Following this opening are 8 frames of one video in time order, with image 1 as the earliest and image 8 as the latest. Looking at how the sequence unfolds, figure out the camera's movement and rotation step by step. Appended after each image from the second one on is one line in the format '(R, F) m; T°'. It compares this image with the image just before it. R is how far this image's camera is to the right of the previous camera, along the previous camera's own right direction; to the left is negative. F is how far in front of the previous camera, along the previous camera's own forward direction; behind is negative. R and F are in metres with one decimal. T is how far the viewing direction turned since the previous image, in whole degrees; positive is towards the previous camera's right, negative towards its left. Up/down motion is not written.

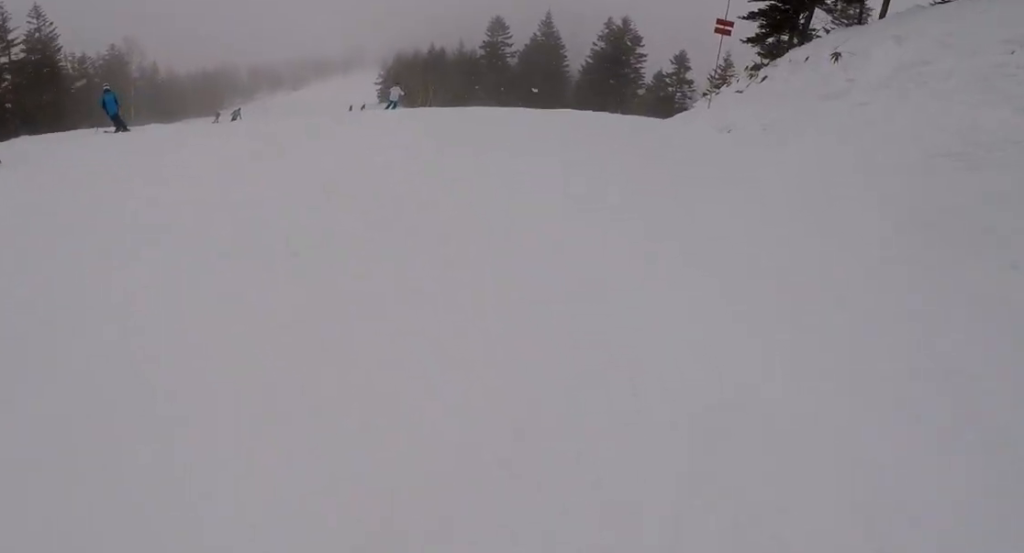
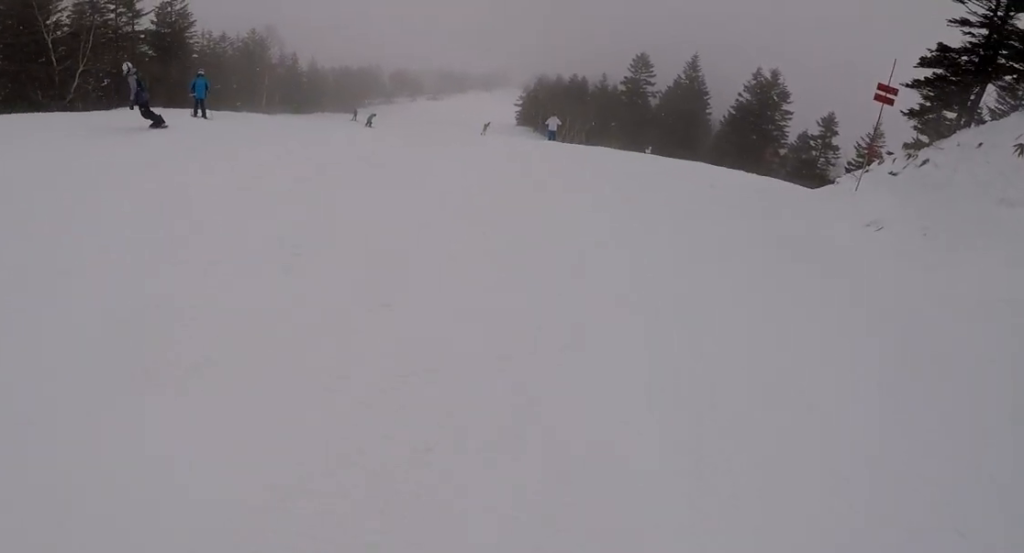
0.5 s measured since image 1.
(+0.3, +2.6) m; -5°
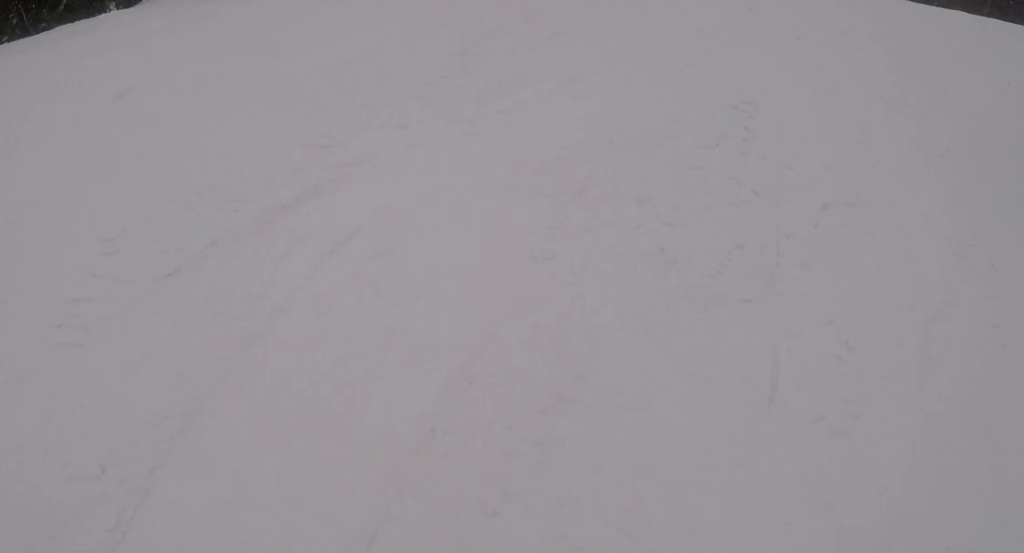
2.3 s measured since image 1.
(-2.8, +8.6) m; -30°
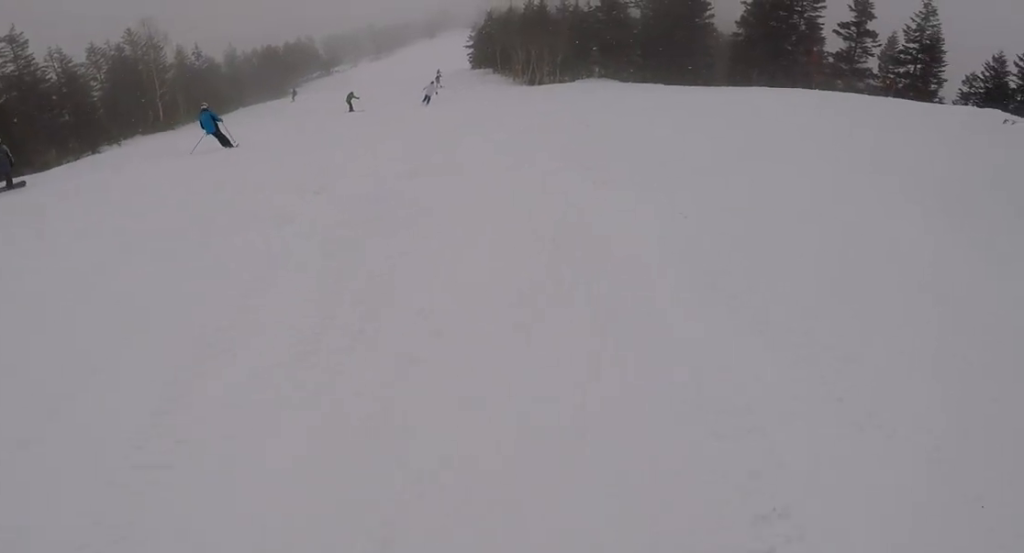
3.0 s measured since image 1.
(-0.7, +3.2) m; +14°
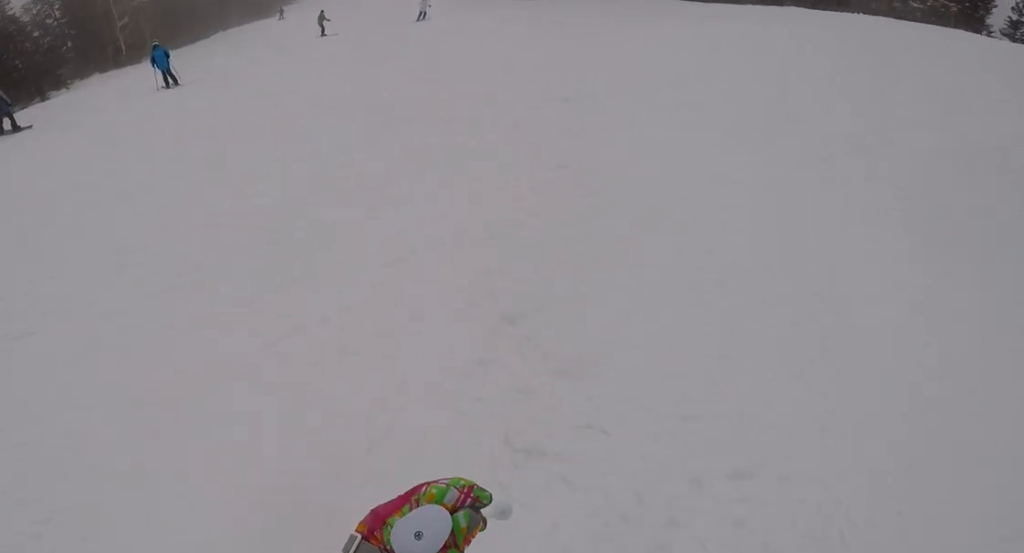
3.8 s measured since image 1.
(+1.7, +3.7) m; +18°
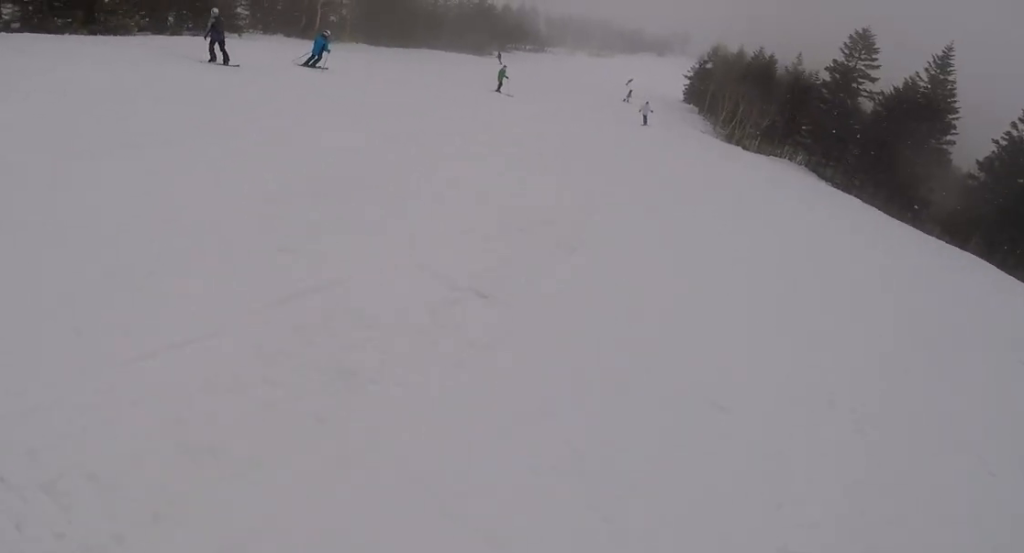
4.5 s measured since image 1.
(+0.2, +3.1) m; -6°
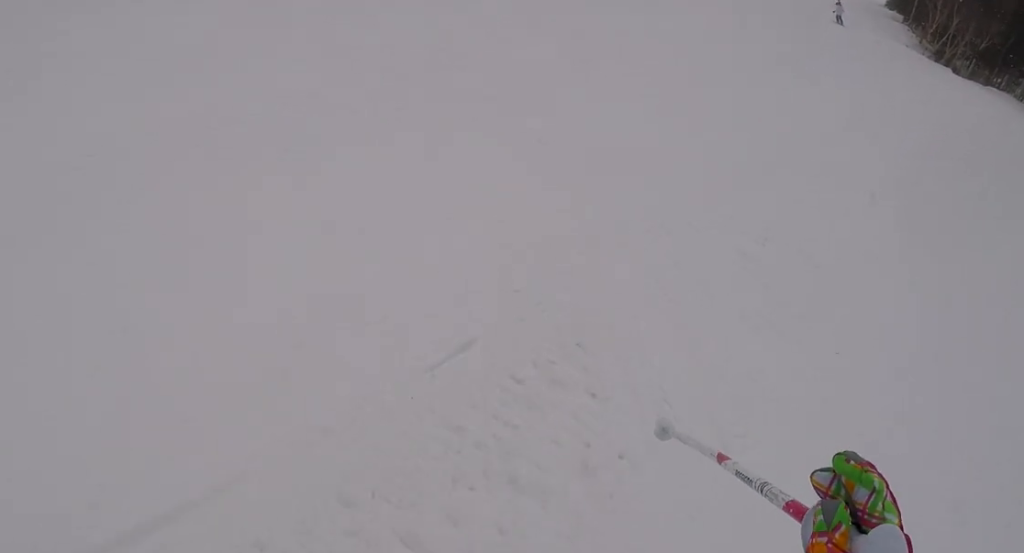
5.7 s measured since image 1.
(-1.5, +4.9) m; -19°
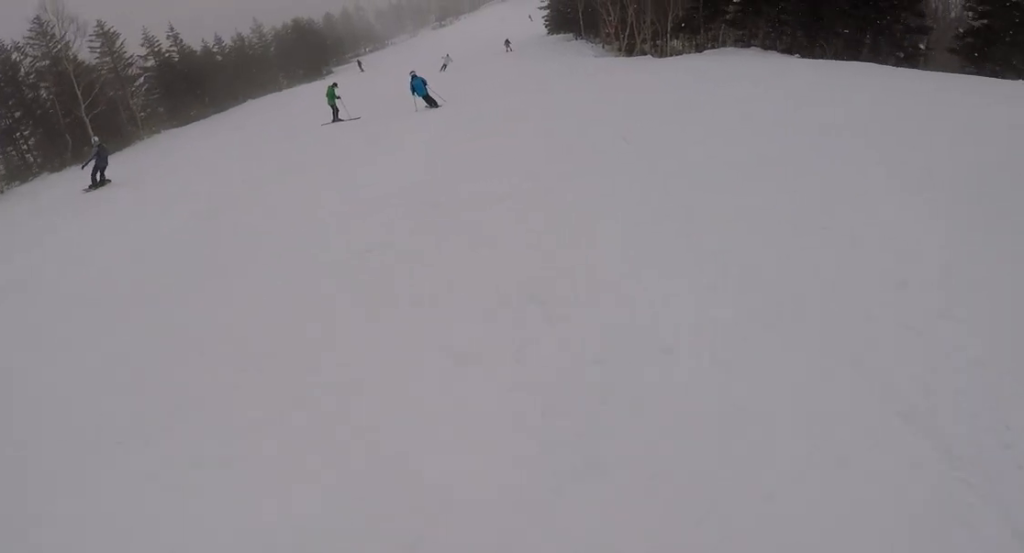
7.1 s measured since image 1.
(+0.6, +6.4) m; +15°
